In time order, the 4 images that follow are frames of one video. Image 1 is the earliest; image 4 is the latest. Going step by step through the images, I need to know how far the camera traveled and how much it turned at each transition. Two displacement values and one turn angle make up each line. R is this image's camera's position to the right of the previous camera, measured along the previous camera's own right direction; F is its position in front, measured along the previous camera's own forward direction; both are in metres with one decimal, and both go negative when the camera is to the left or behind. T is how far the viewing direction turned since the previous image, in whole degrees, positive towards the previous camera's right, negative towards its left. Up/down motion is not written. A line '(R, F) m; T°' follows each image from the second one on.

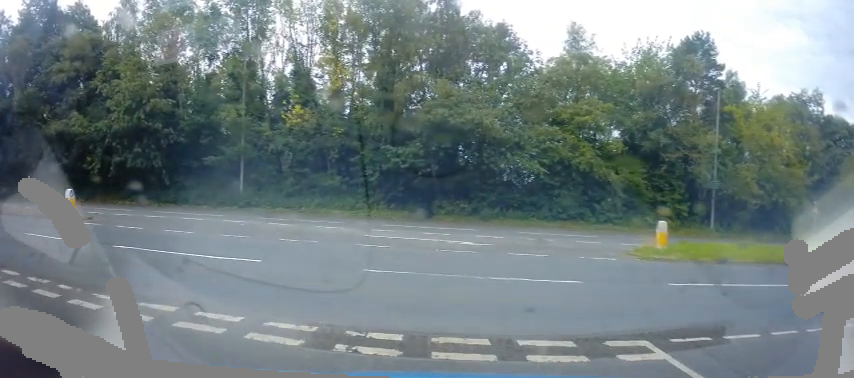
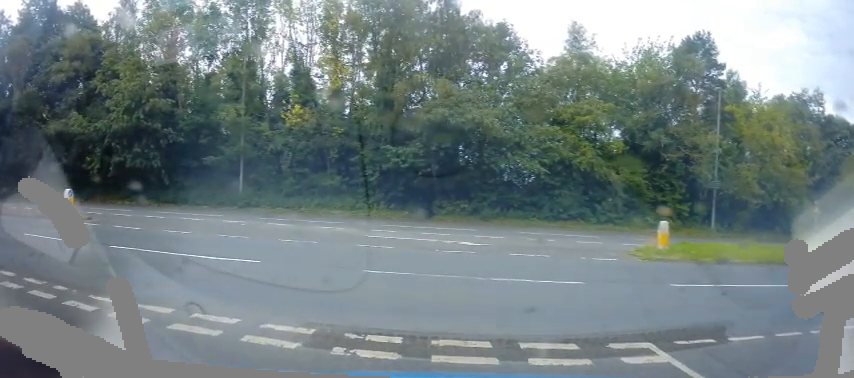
(0.0, 0.0) m; 0°
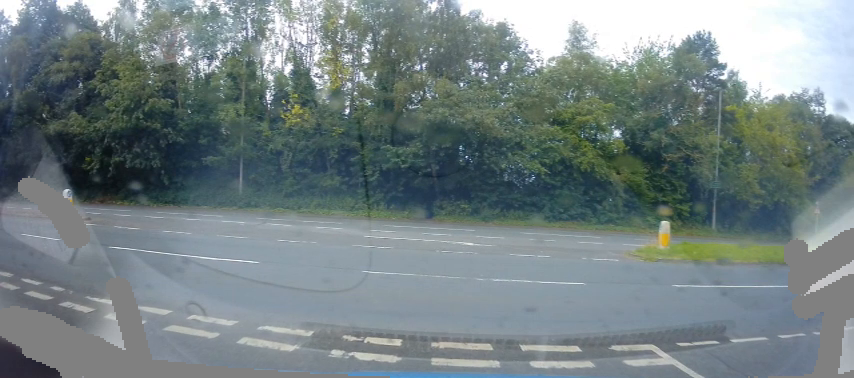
(0.0, 0.0) m; 0°
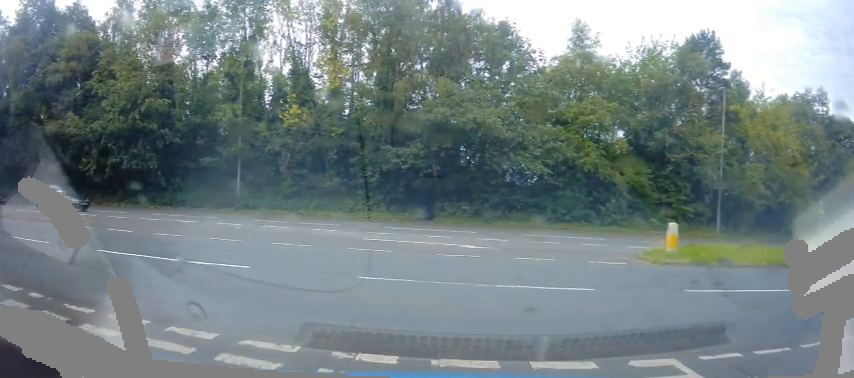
(0.0, +0.9) m; 0°
